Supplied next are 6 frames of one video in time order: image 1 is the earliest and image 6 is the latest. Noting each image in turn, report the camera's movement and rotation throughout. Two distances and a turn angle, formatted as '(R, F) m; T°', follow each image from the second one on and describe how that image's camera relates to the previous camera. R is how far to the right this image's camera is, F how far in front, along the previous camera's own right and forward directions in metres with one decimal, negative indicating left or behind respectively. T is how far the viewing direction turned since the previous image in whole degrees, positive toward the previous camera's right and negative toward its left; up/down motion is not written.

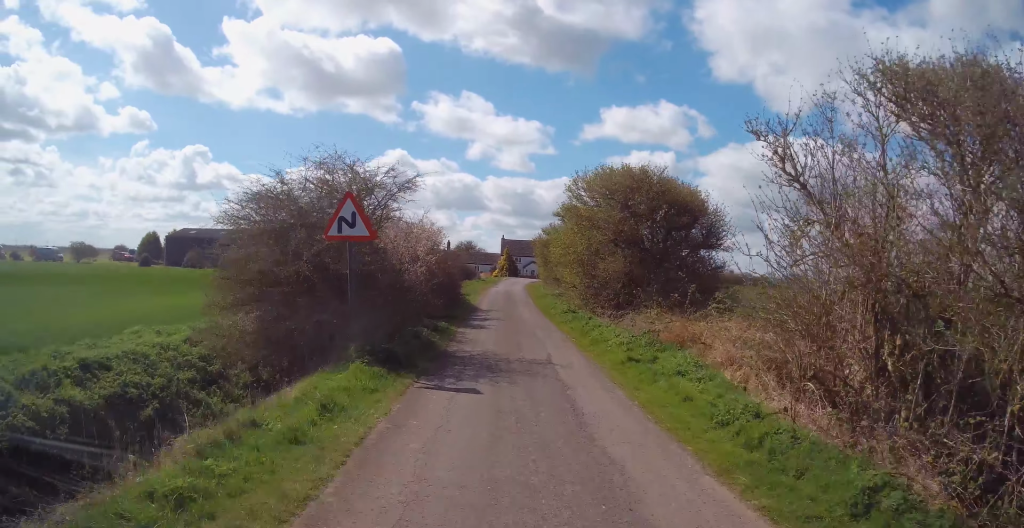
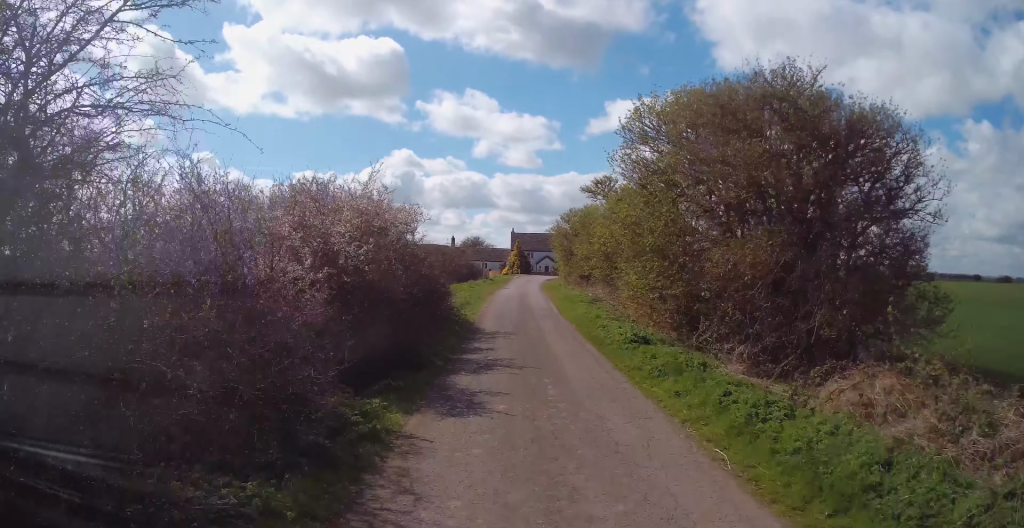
(+0.3, +10.7) m; 0°
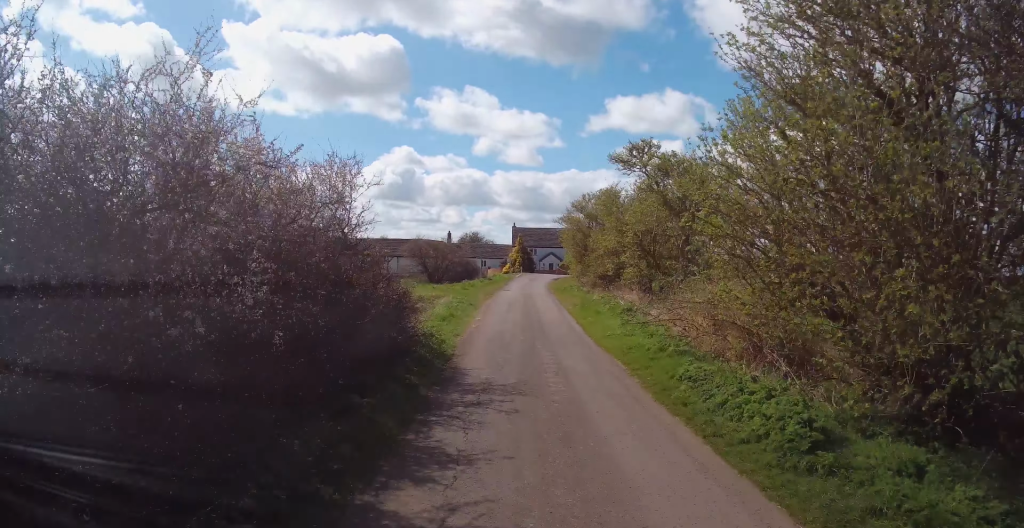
(-0.2, +8.2) m; -2°
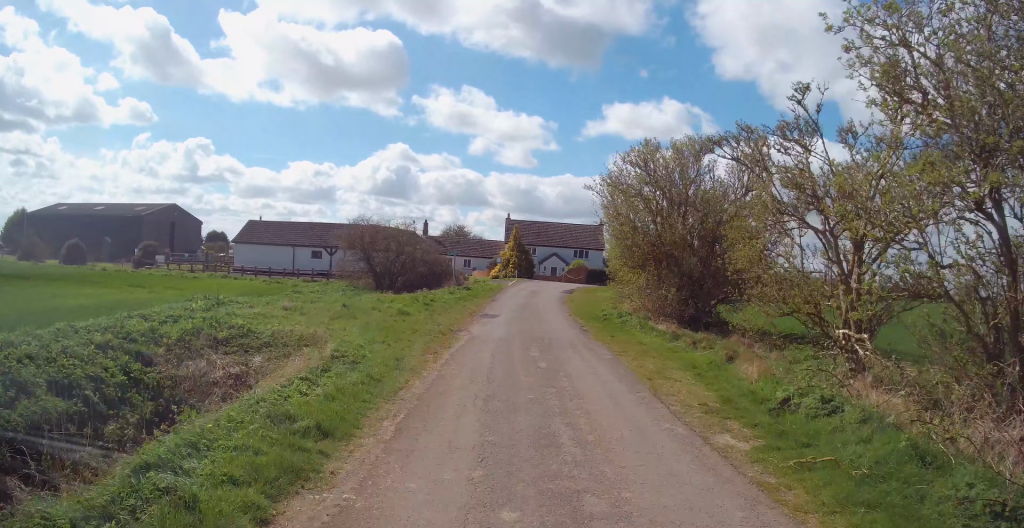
(-0.6, +22.0) m; -1°
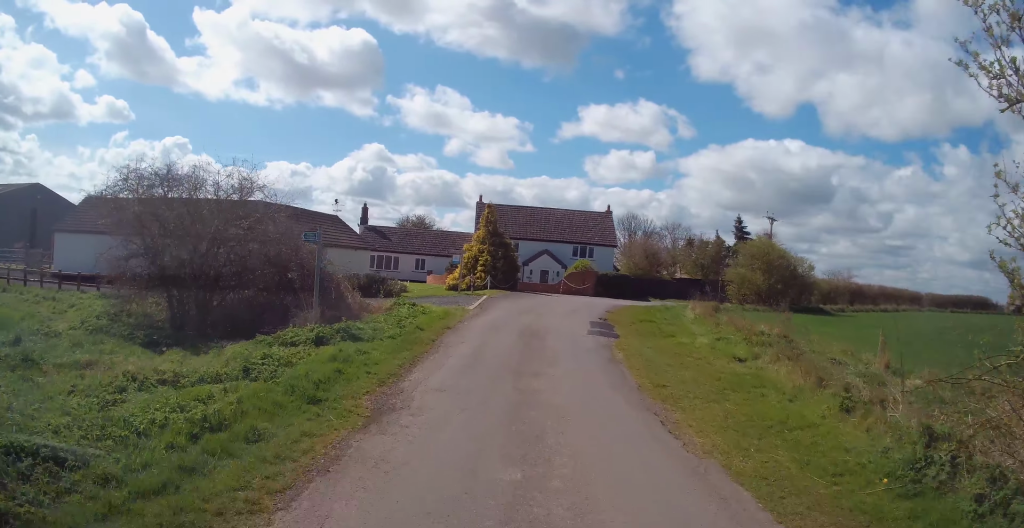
(+1.4, +20.8) m; +6°
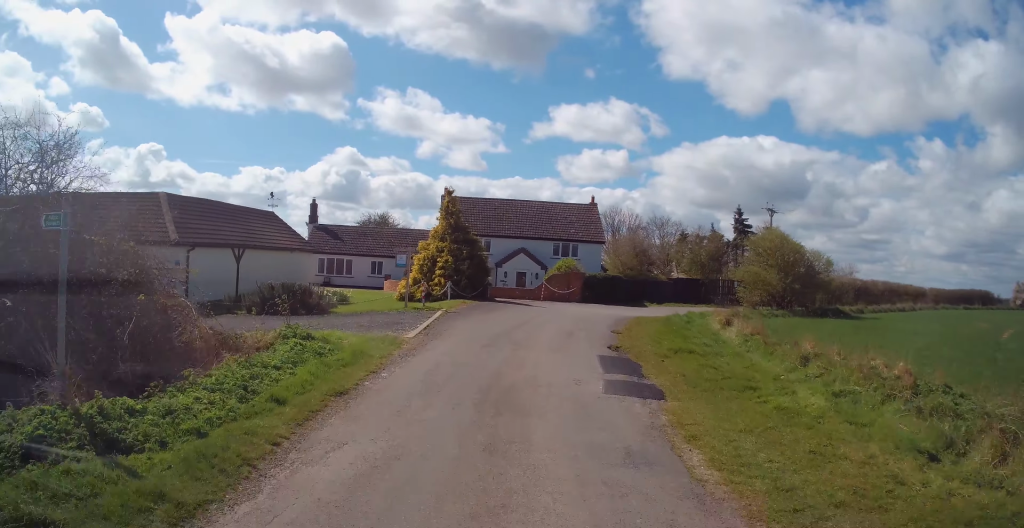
(0.0, +6.3) m; 0°
